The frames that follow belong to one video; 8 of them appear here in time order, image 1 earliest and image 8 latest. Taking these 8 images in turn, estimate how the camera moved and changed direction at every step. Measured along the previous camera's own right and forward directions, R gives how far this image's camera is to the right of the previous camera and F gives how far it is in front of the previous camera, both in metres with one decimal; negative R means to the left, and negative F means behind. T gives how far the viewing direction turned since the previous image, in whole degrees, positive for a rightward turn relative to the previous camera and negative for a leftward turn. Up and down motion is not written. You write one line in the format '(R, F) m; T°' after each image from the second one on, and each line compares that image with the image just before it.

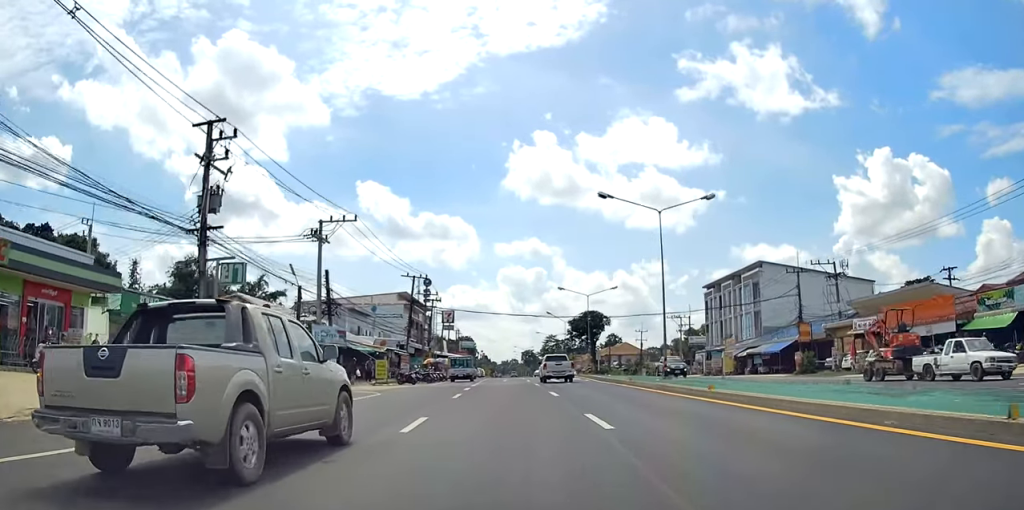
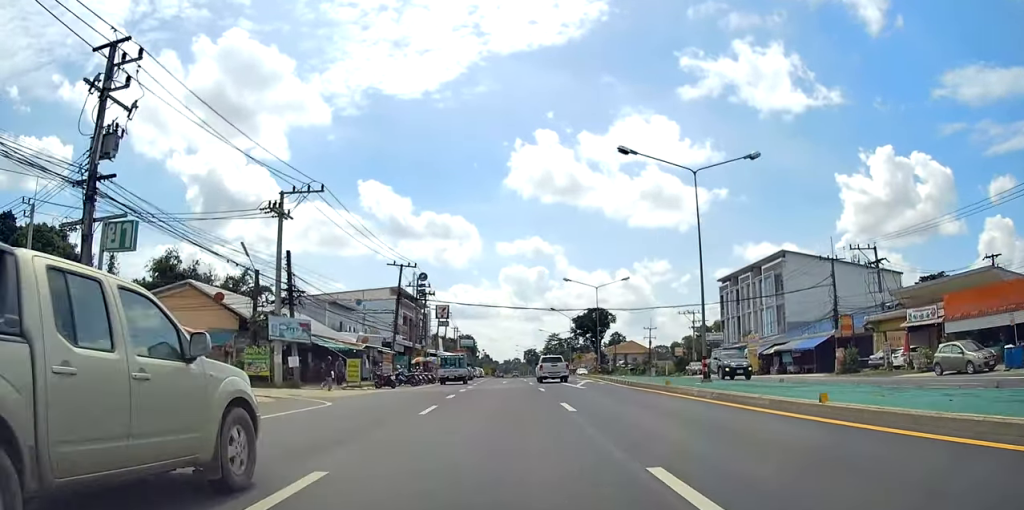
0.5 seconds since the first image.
(0.0, +7.3) m; 0°
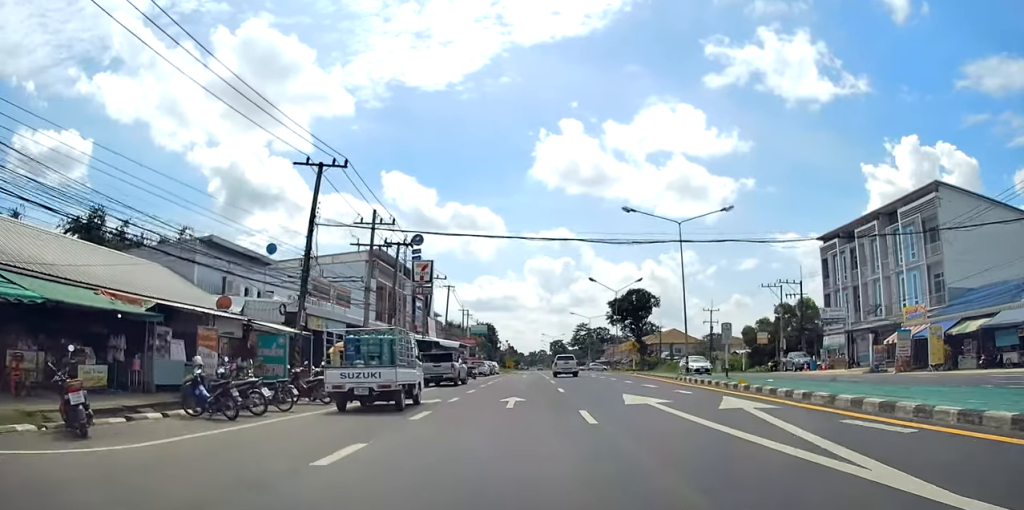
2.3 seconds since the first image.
(-0.2, +27.1) m; -1°
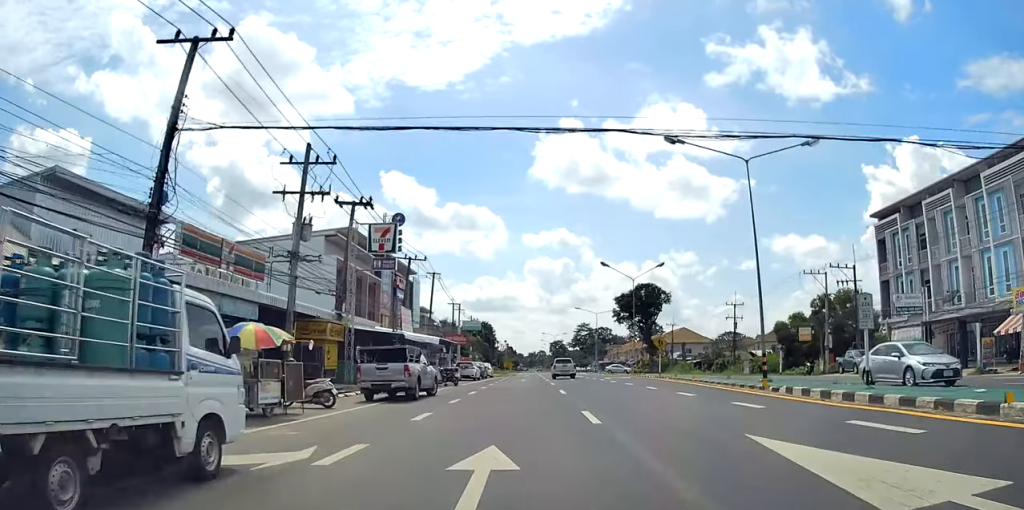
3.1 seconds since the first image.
(0.0, +12.4) m; -1°
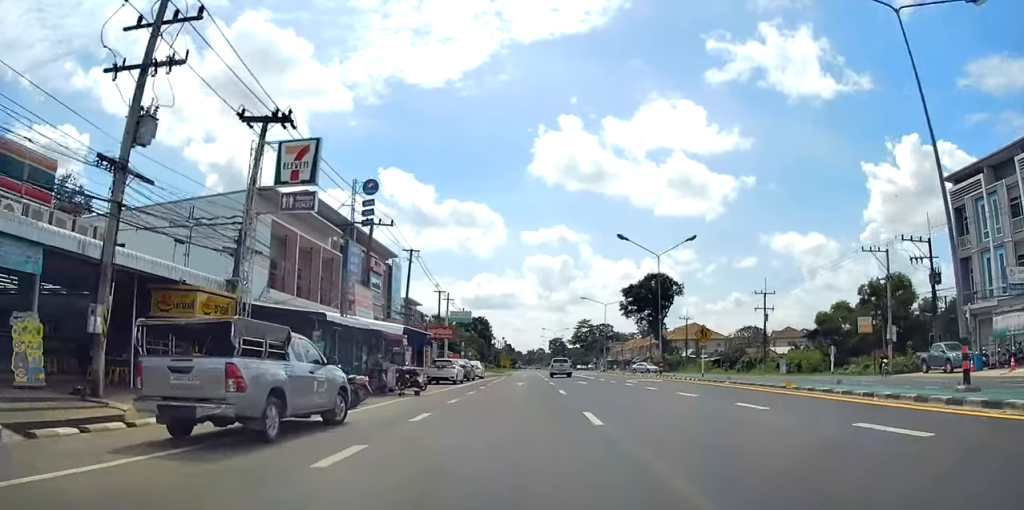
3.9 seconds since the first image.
(-0.2, +11.9) m; -1°
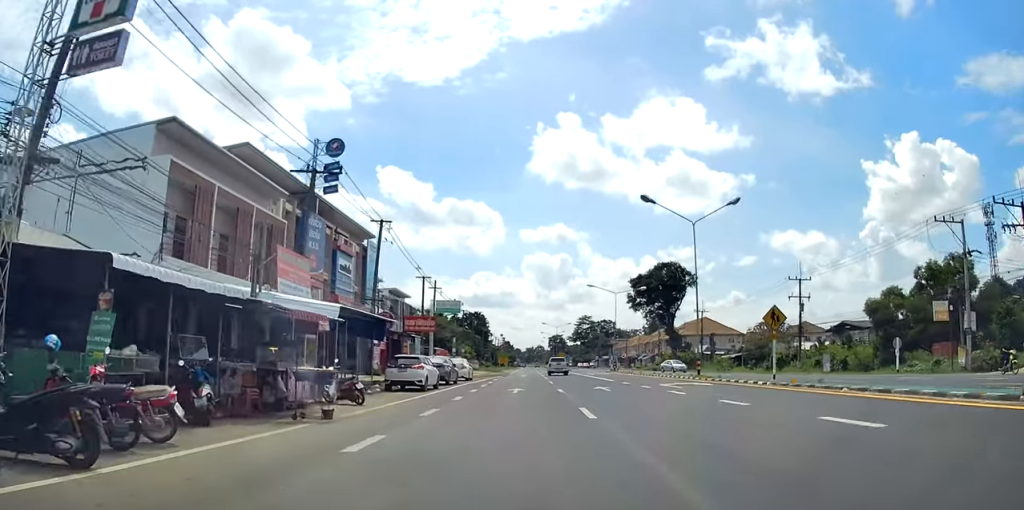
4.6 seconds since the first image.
(-0.1, +11.0) m; 0°
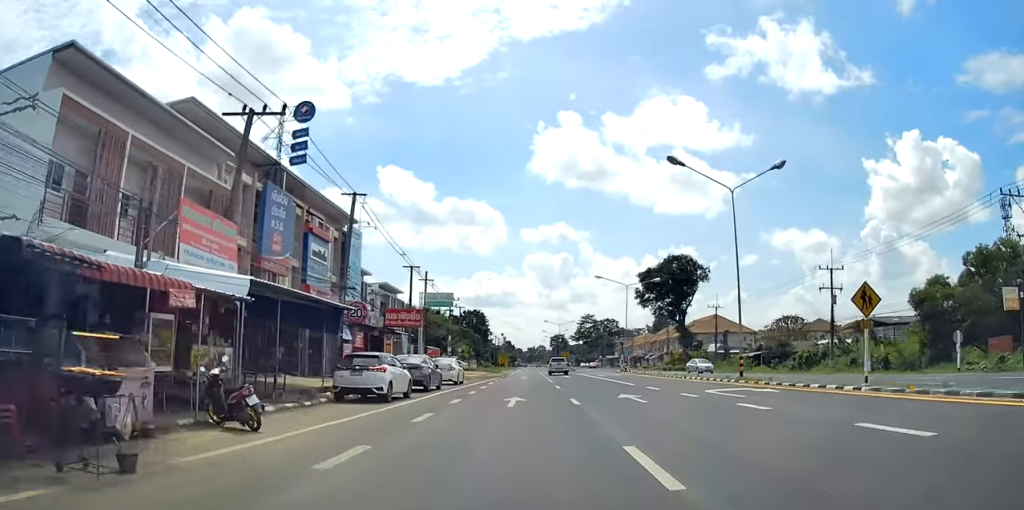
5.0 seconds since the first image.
(0.0, +7.2) m; +1°
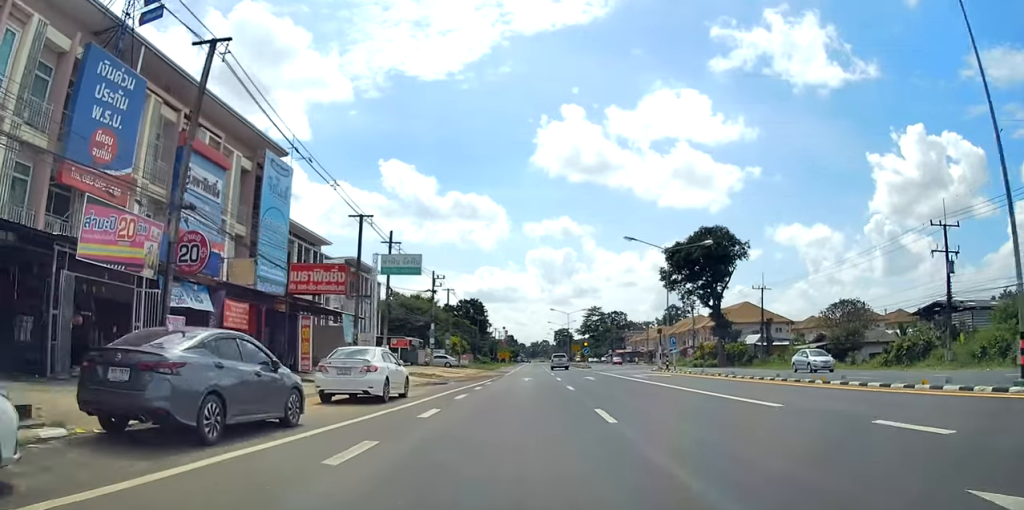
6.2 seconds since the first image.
(+0.3, +17.9) m; +1°
